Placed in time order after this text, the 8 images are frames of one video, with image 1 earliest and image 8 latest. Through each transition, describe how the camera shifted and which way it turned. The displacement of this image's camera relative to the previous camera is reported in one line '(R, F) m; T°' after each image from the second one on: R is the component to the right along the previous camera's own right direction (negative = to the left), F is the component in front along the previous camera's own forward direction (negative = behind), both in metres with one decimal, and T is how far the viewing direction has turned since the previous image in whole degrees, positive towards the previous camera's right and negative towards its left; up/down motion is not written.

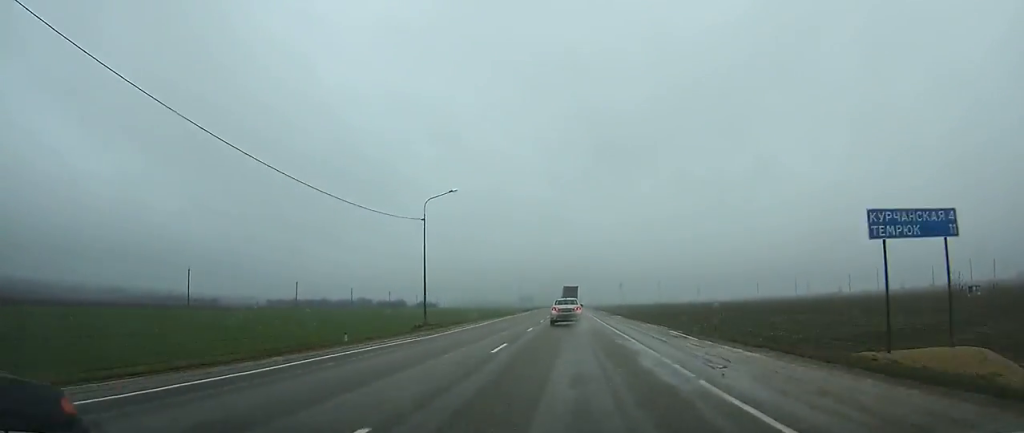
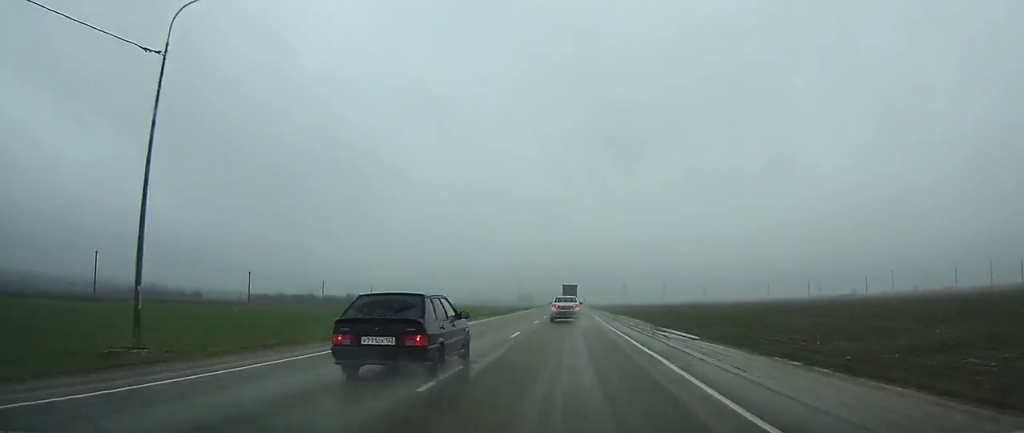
(-0.2, +31.2) m; 0°
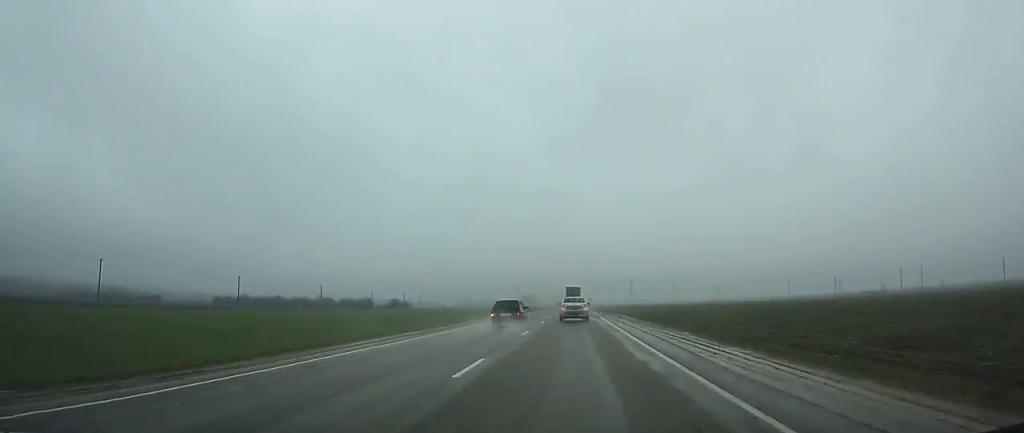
(+0.2, +58.9) m; 0°
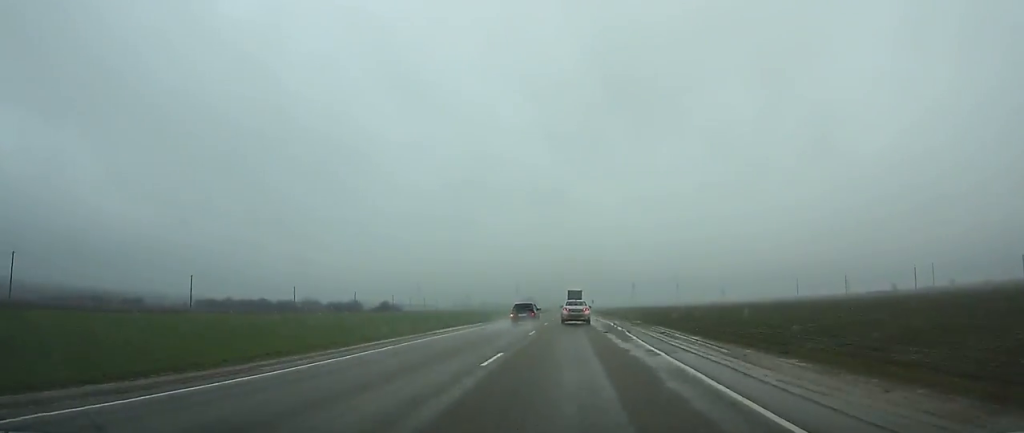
(+0.1, +21.9) m; 0°
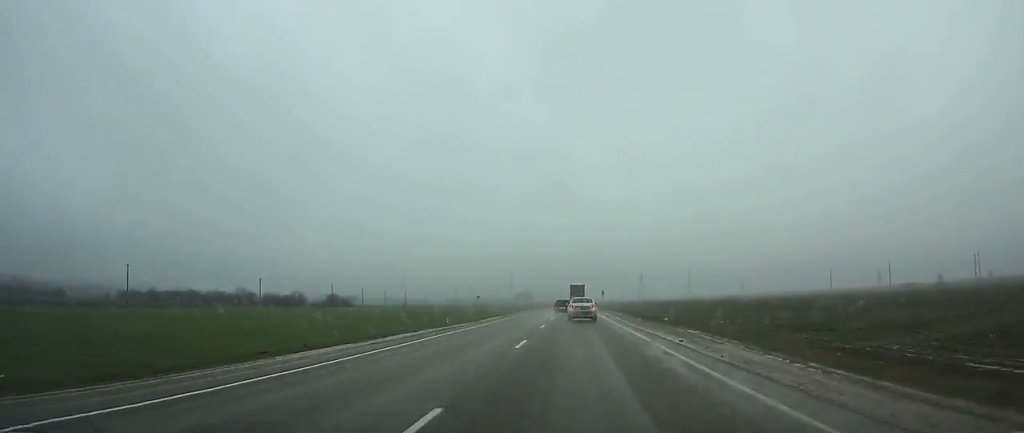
(0.0, +79.3) m; 0°
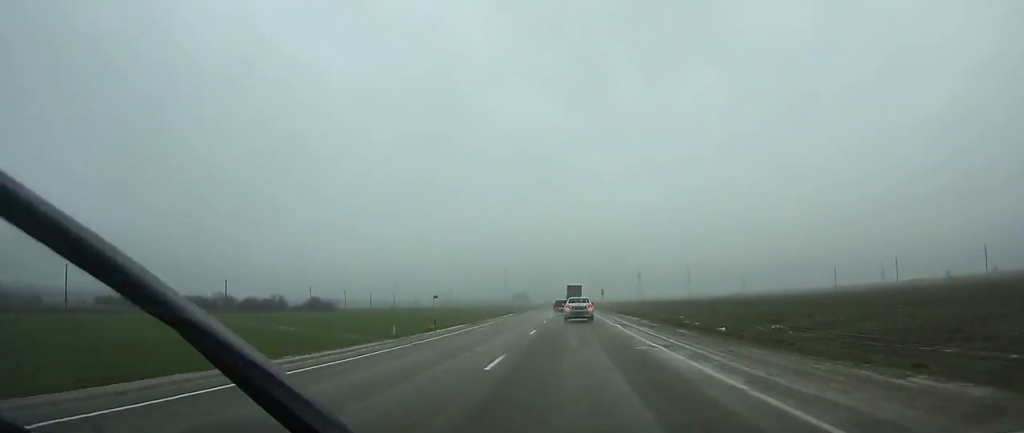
(0.0, +16.8) m; 0°
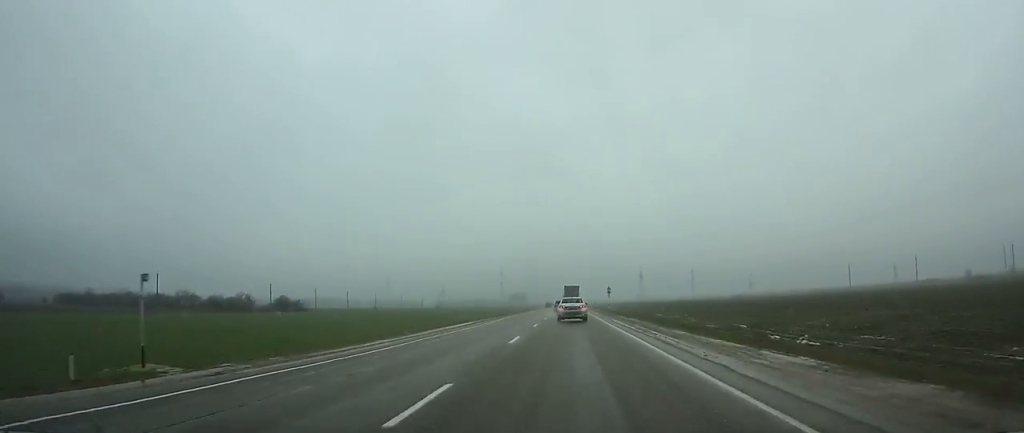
(-0.1, +29.3) m; 0°
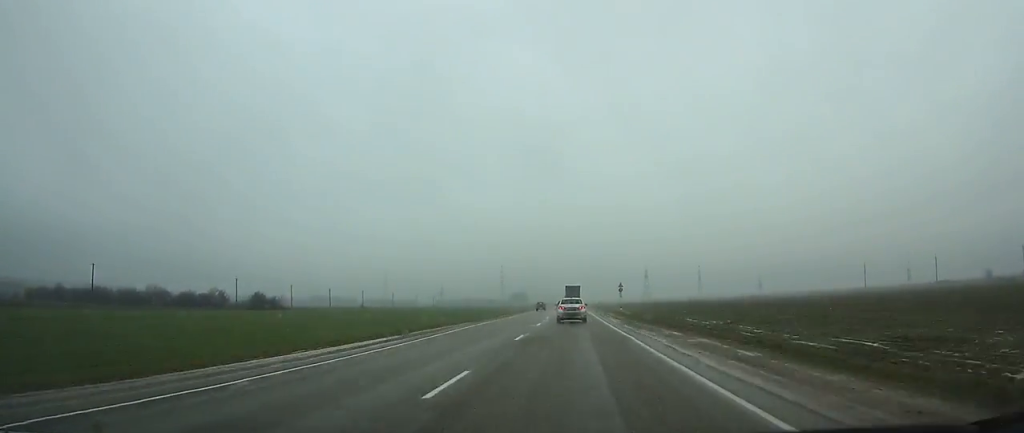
(0.0, +22.3) m; 0°
